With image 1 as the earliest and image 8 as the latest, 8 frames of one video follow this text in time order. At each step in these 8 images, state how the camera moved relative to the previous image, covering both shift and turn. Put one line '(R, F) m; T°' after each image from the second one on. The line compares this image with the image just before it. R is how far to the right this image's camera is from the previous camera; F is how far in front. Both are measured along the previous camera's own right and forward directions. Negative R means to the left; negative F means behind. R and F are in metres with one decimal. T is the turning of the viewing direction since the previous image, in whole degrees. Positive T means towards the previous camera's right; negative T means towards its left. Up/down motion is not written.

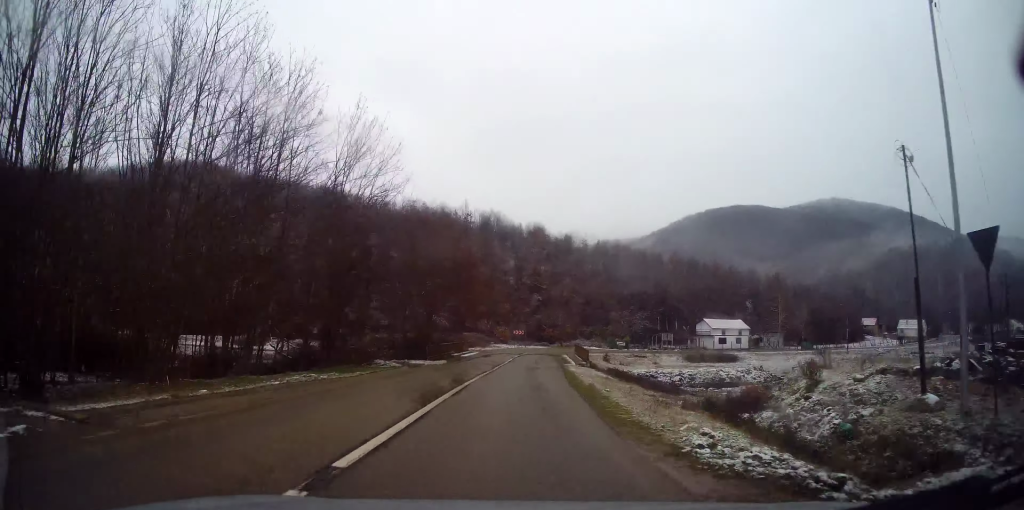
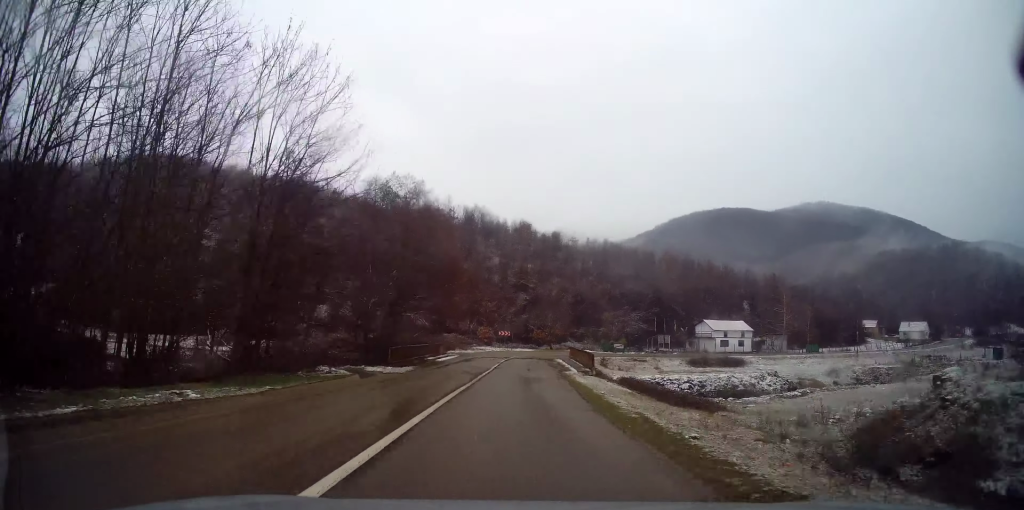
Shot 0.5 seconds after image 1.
(+0.1, +7.9) m; 0°
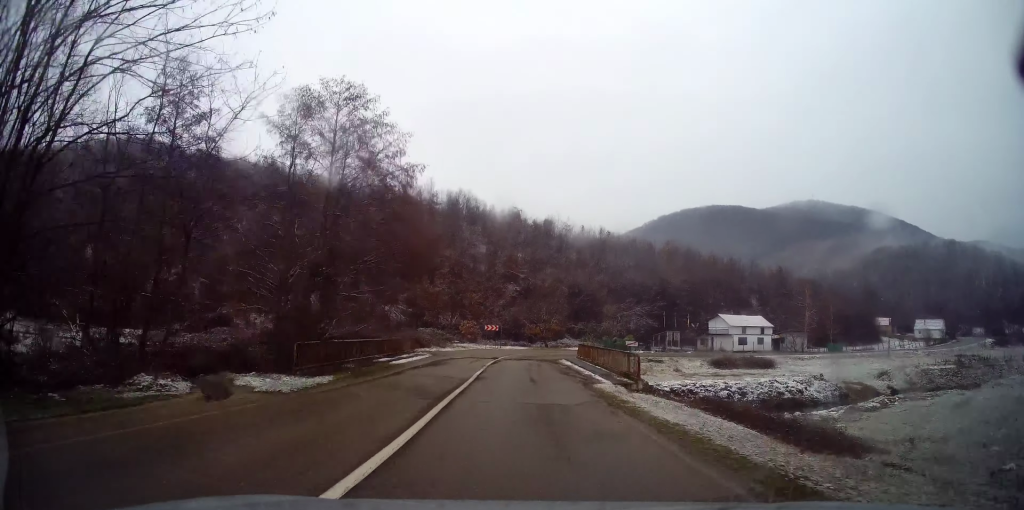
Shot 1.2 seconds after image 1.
(+0.1, +12.2) m; +1°
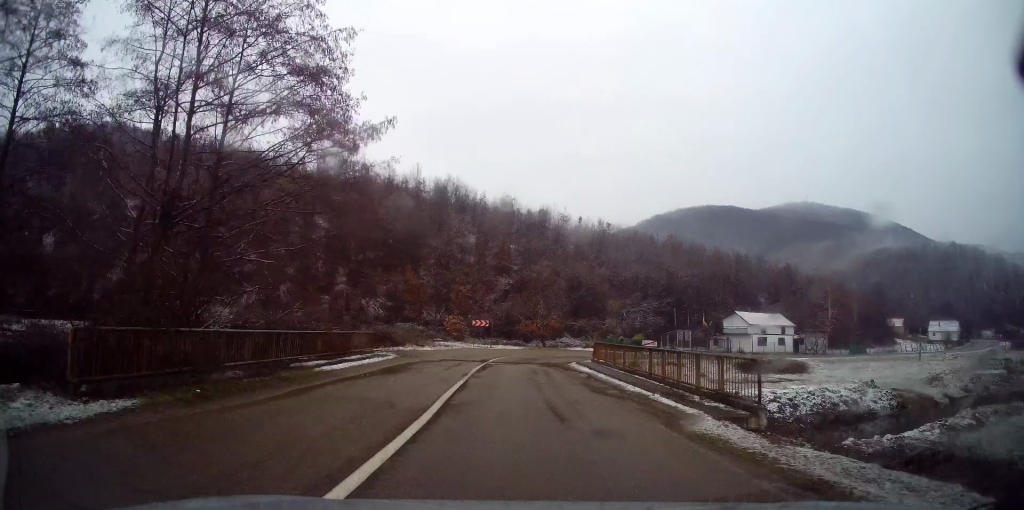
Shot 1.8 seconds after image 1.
(-0.1, +9.1) m; +2°
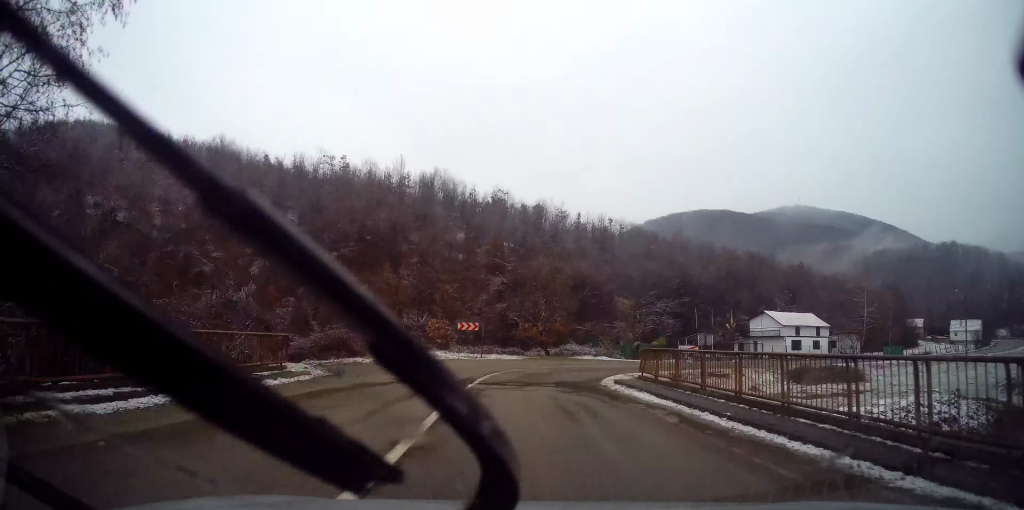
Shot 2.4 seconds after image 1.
(+0.3, +10.2) m; +3°
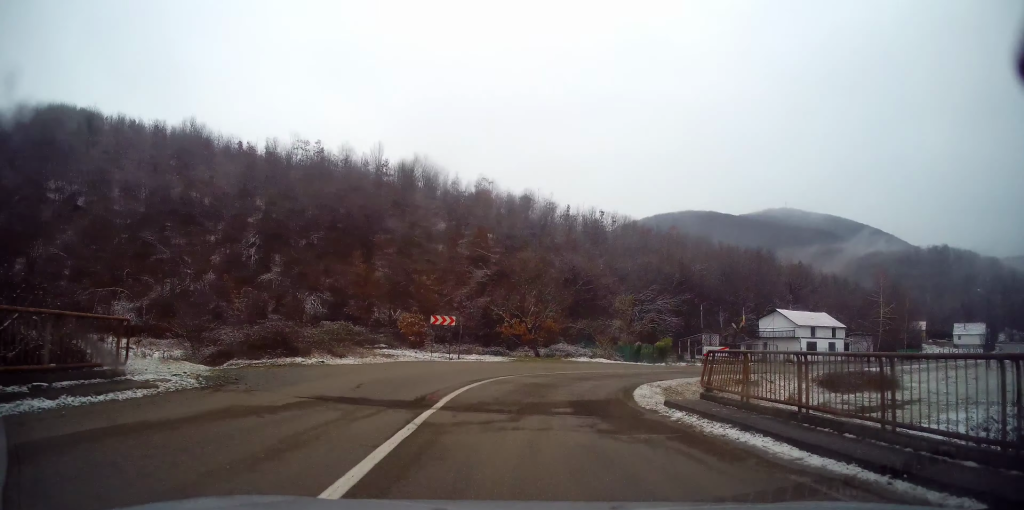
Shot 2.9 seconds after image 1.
(+0.1, +7.0) m; +2°
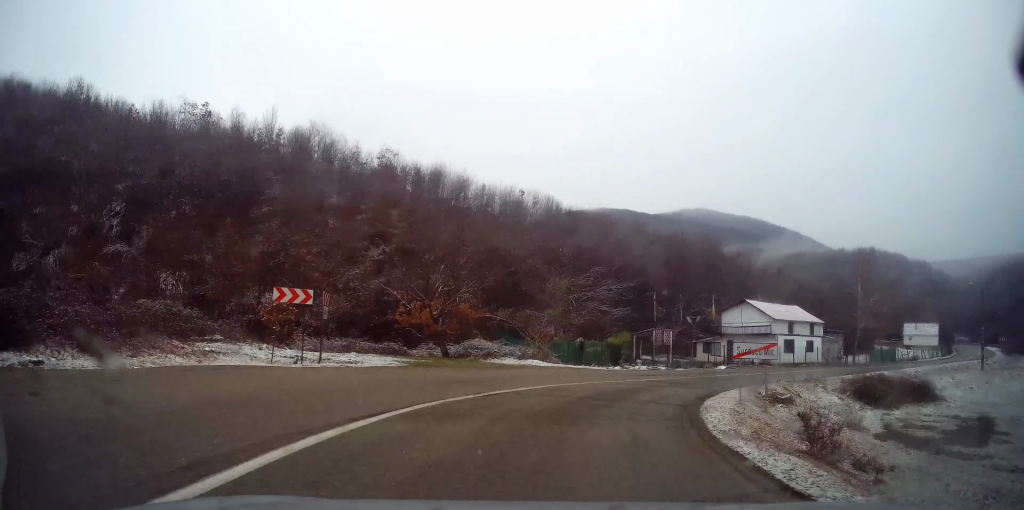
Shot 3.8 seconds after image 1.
(+0.5, +12.6) m; +8°
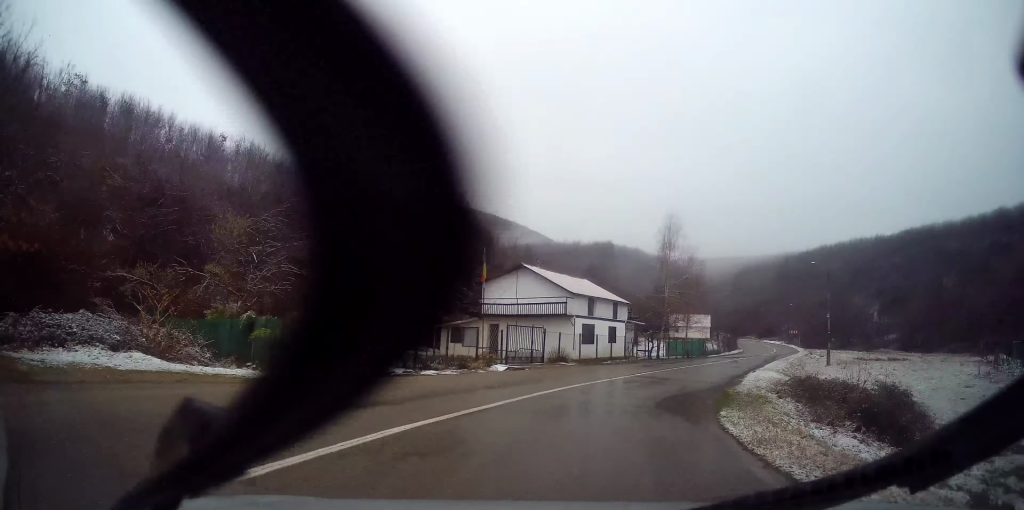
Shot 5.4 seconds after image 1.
(+4.5, +18.1) m; +31°
